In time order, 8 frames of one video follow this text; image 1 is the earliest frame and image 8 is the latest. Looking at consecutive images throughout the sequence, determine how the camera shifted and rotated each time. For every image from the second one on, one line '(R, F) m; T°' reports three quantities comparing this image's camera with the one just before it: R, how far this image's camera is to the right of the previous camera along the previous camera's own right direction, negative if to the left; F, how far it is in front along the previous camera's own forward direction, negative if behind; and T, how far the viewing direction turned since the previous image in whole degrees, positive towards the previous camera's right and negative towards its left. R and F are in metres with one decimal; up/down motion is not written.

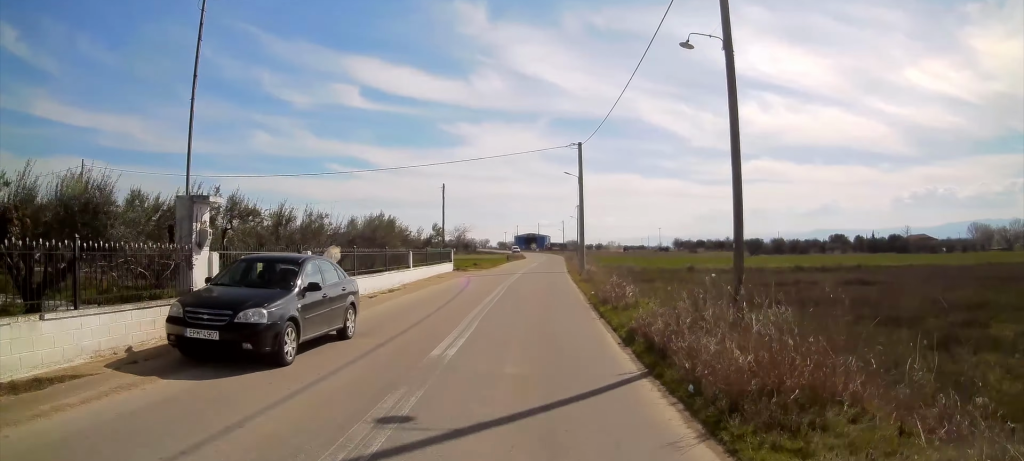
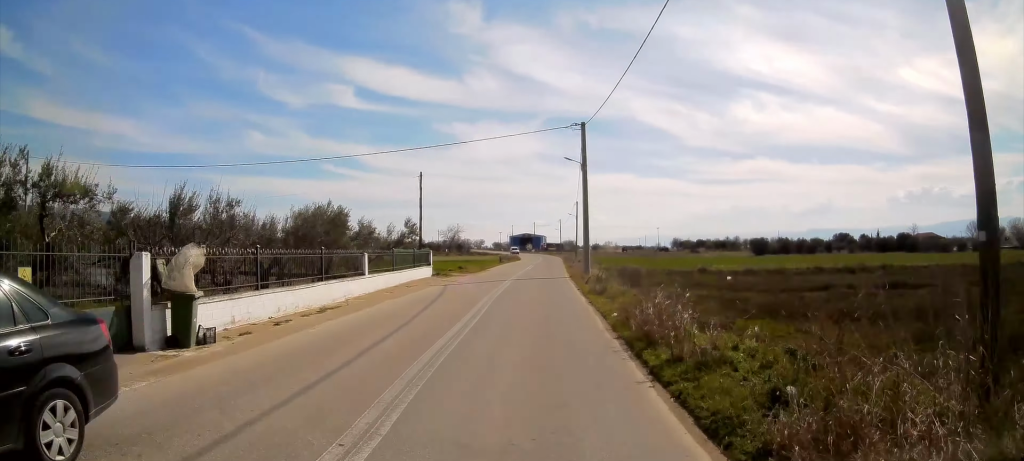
(0.0, +6.7) m; +1°
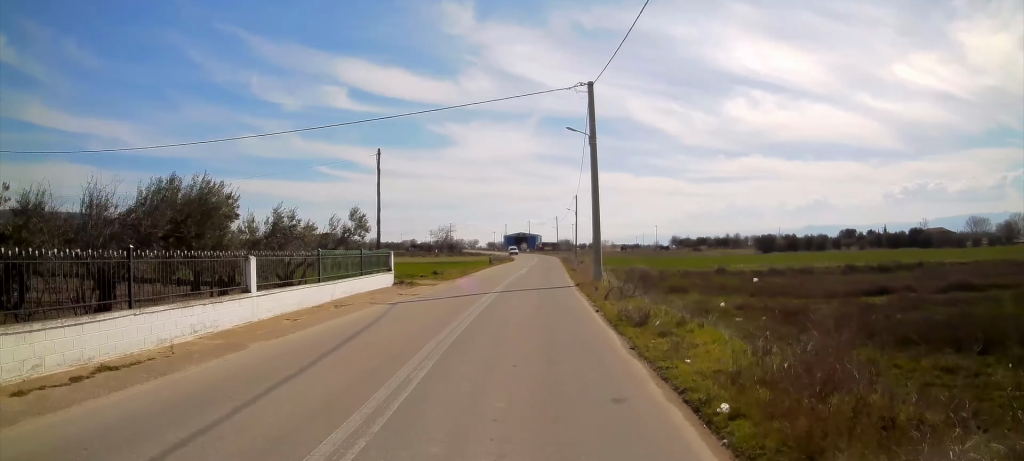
(0.0, +8.3) m; +1°
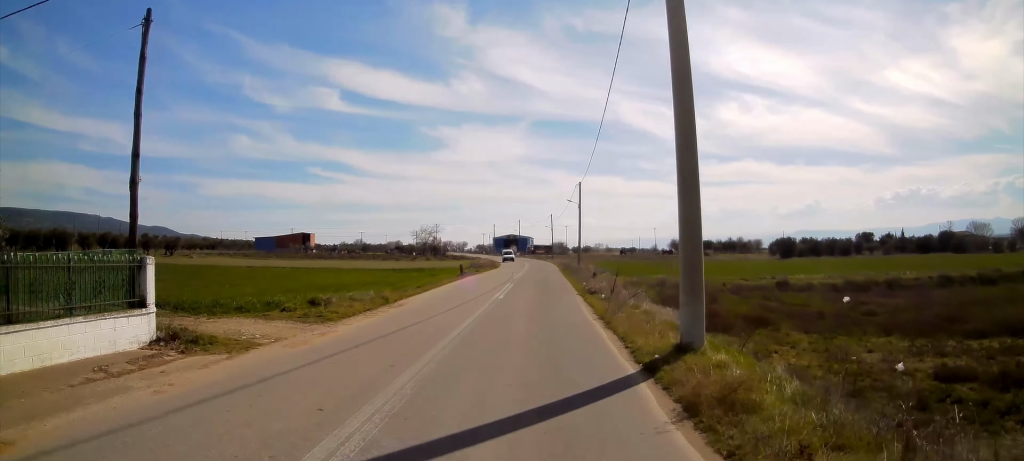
(+0.1, +17.0) m; 0°
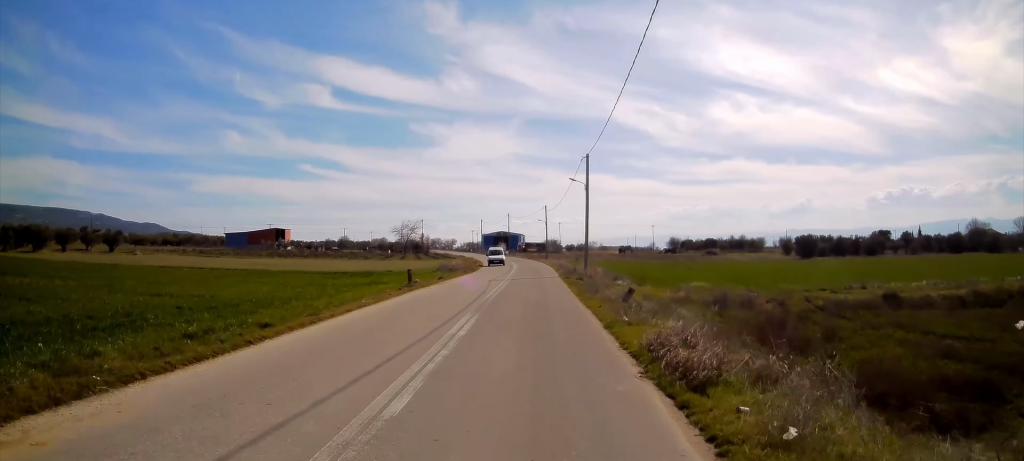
(0.0, +15.1) m; +1°
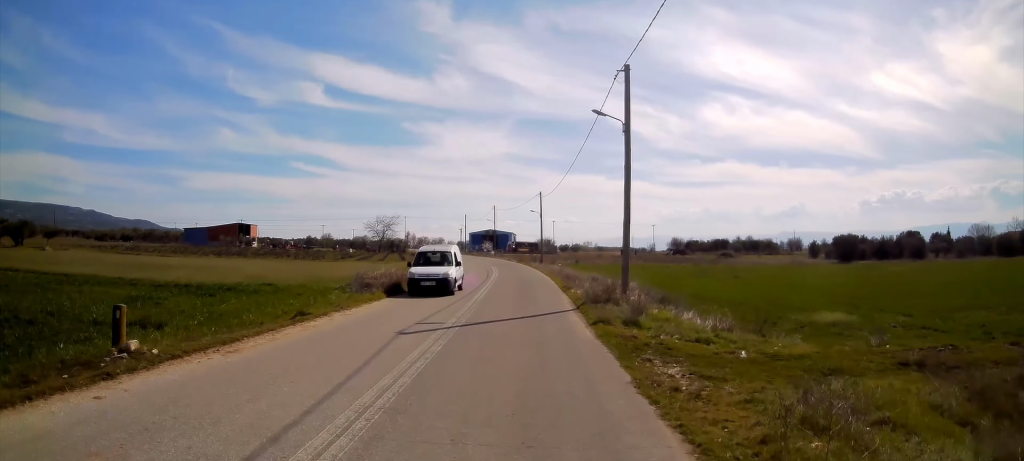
(+0.1, +19.4) m; +1°
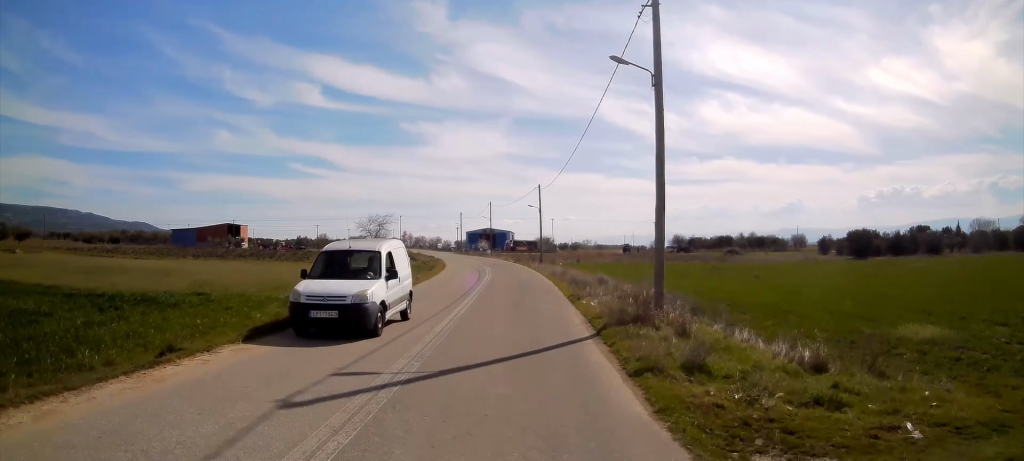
(0.0, +5.4) m; 0°
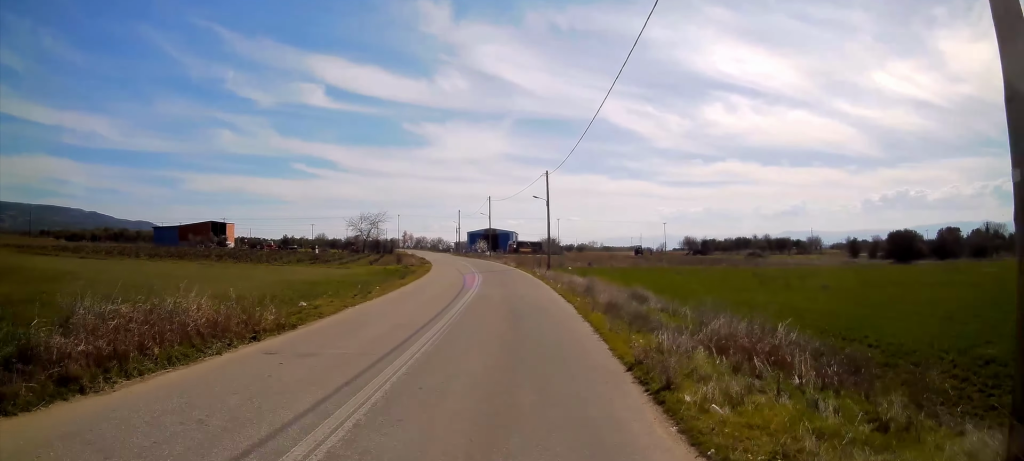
(+0.1, +11.1) m; 0°
